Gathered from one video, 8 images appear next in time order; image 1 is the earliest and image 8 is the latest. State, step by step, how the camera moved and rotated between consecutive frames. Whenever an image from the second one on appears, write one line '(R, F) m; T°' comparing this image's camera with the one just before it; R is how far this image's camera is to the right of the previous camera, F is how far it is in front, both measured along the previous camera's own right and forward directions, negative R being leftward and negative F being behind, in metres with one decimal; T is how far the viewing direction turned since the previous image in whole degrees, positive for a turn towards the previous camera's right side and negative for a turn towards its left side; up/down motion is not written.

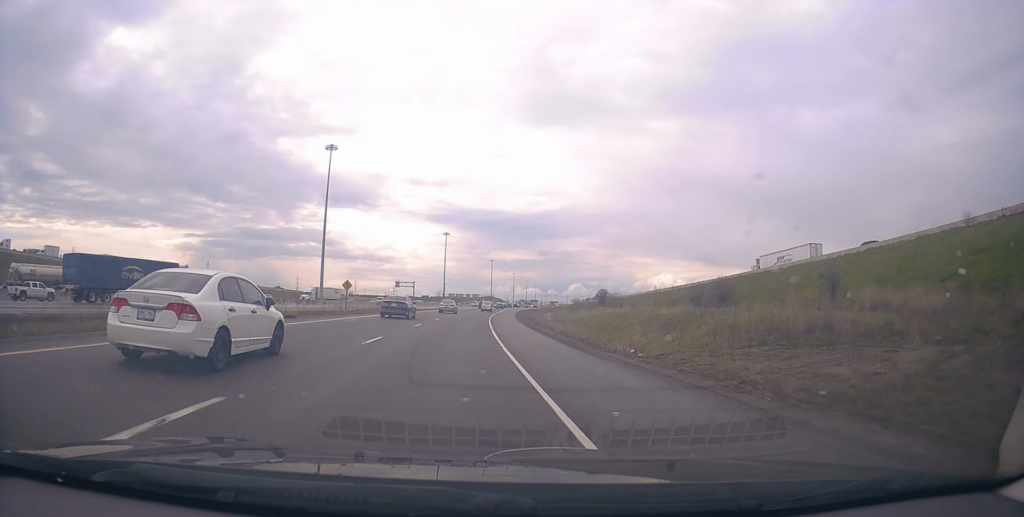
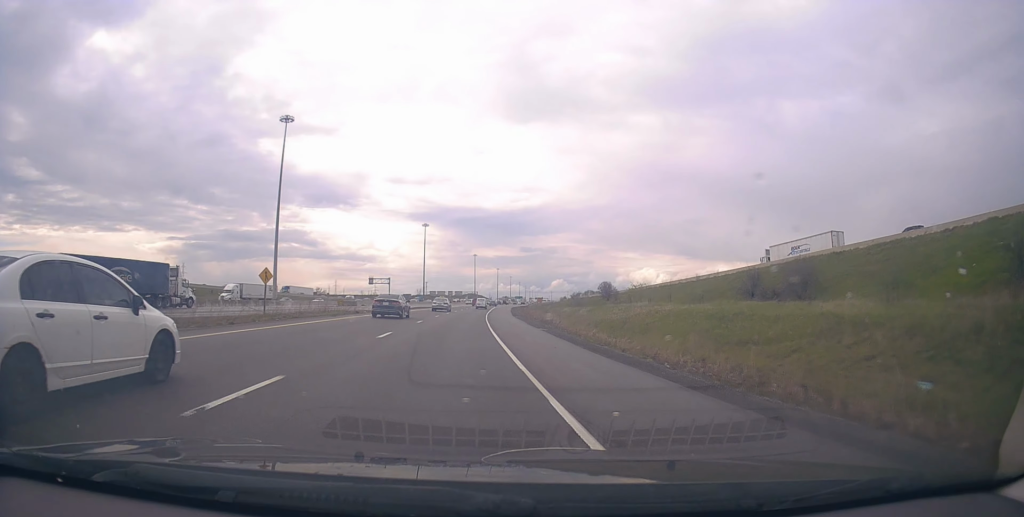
(+0.8, +22.5) m; +1°
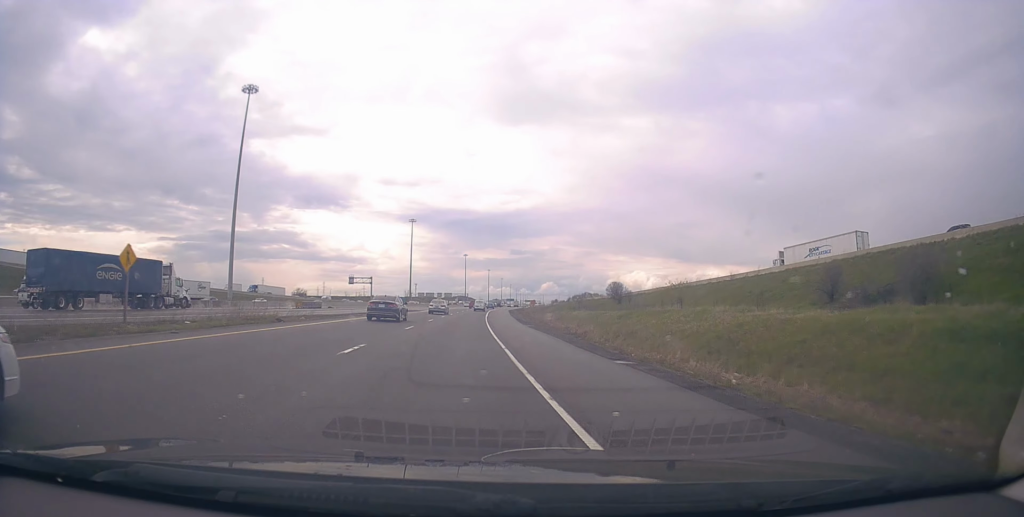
(0.0, +17.3) m; +1°
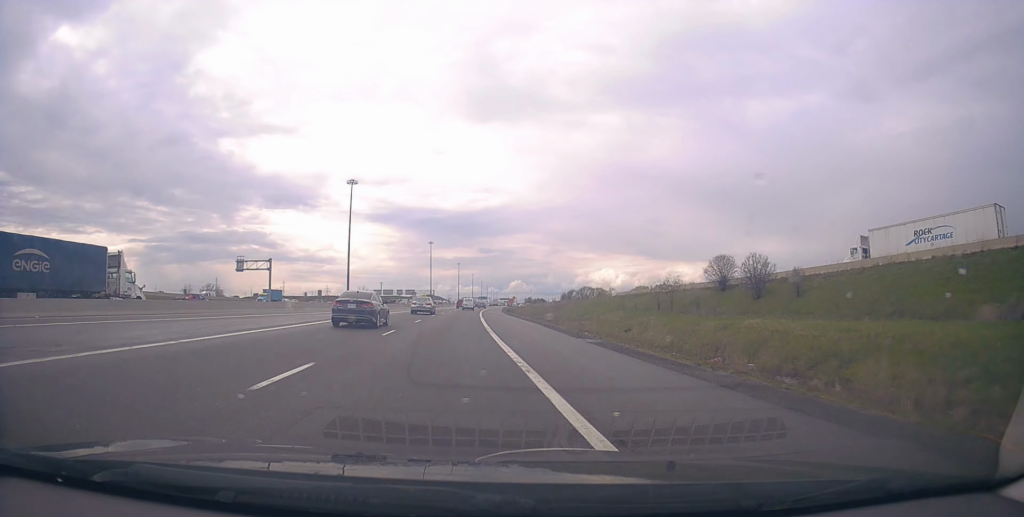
(+2.0, +65.1) m; +3°
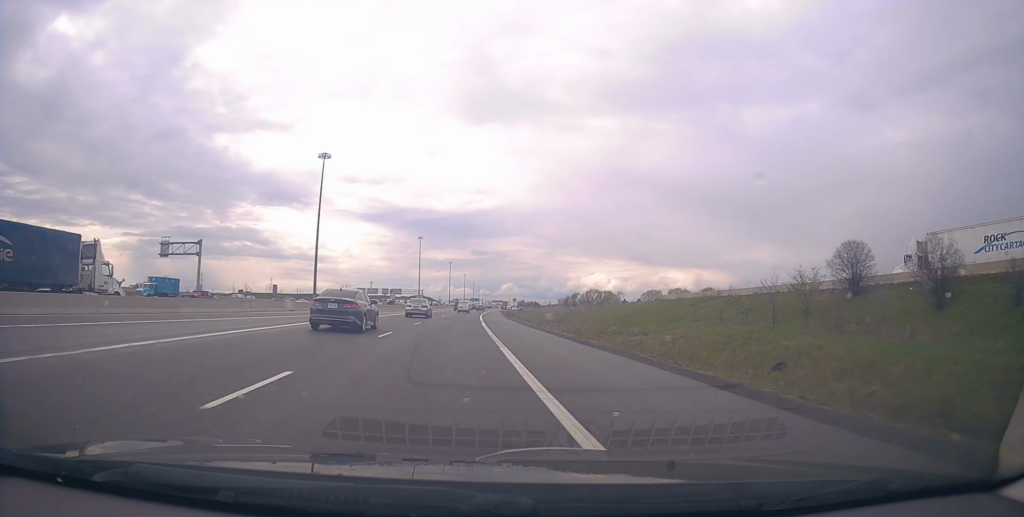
(+0.1, +25.4) m; +1°
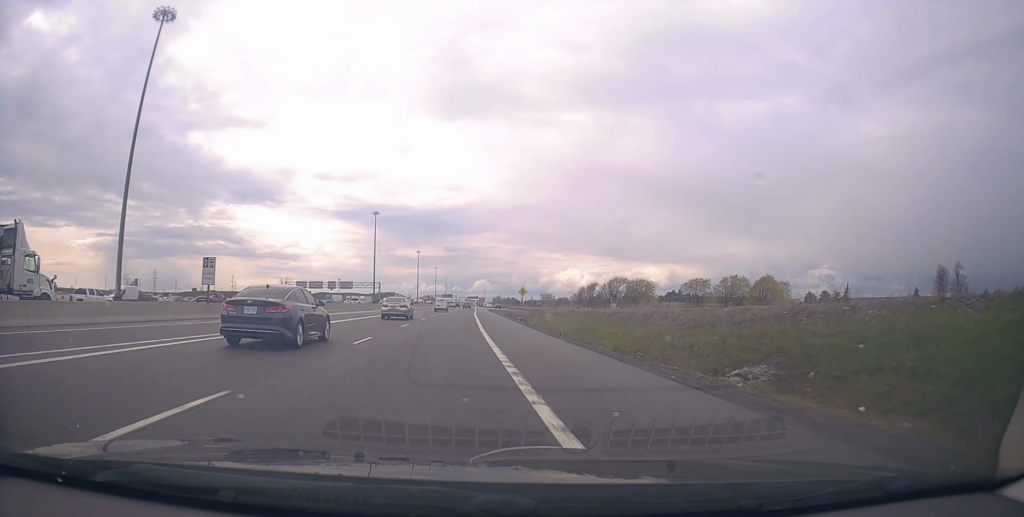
(+1.4, +63.5) m; +2°
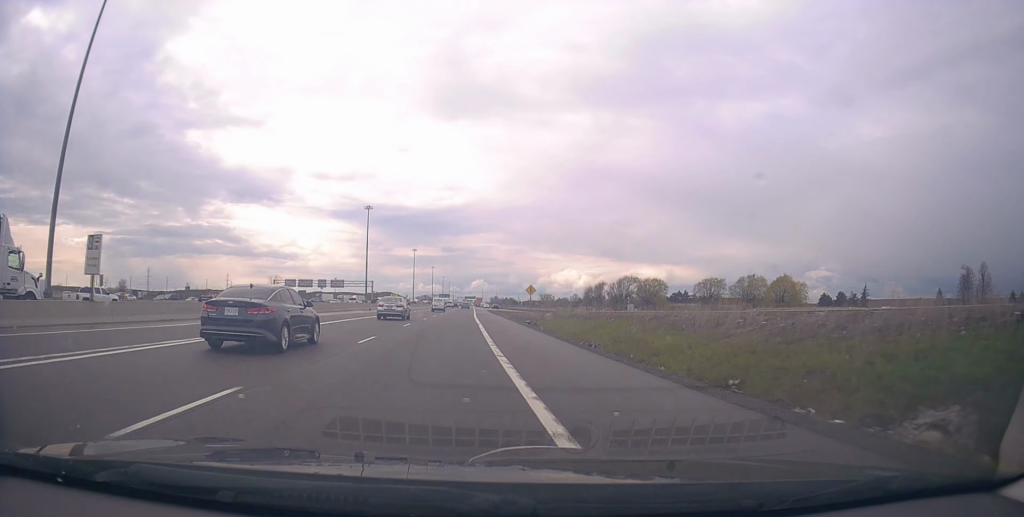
(0.0, +11.0) m; 0°
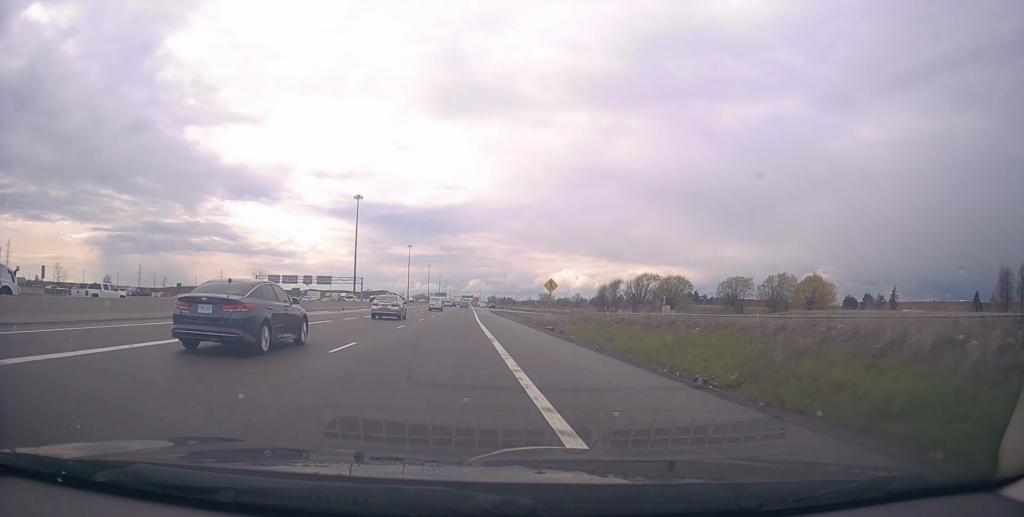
(+0.1, +16.0) m; +1°
